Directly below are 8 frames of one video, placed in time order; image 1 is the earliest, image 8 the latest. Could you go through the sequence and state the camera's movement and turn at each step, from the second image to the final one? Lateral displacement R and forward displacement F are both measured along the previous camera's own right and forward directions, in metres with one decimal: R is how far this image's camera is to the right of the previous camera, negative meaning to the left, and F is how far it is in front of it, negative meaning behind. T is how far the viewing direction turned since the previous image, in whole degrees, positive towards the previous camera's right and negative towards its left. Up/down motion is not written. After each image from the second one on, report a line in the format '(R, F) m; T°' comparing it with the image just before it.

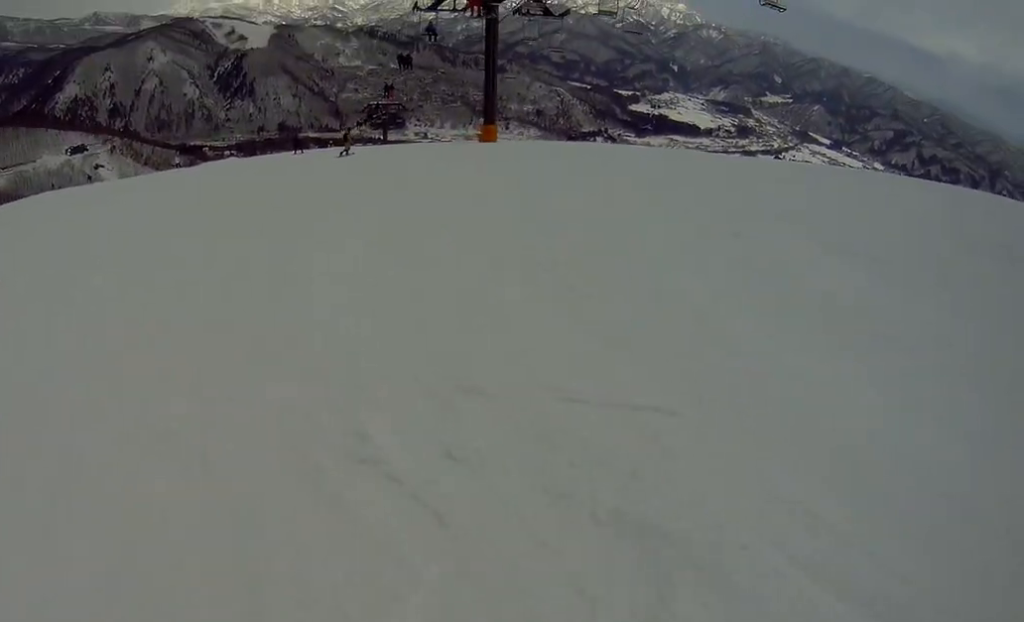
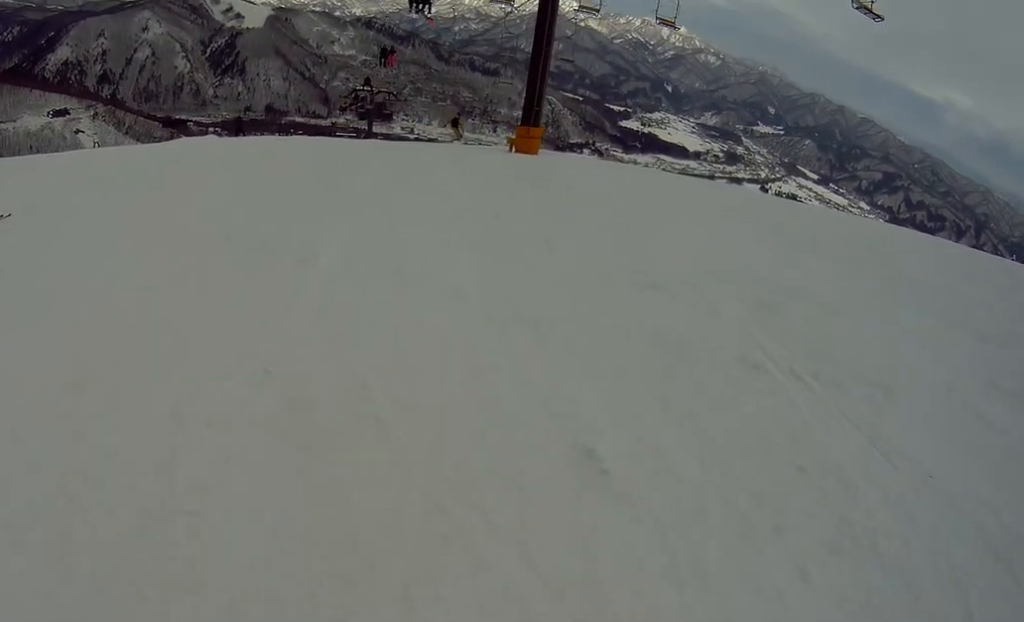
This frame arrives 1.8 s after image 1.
(-0.2, +13.1) m; -18°
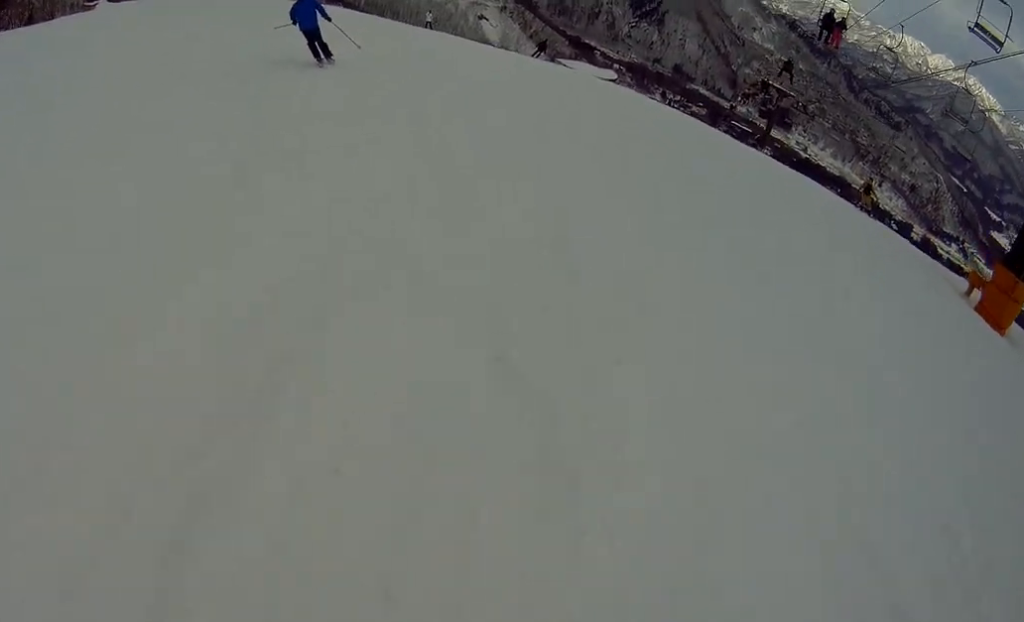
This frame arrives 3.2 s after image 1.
(-2.8, +9.4) m; -9°
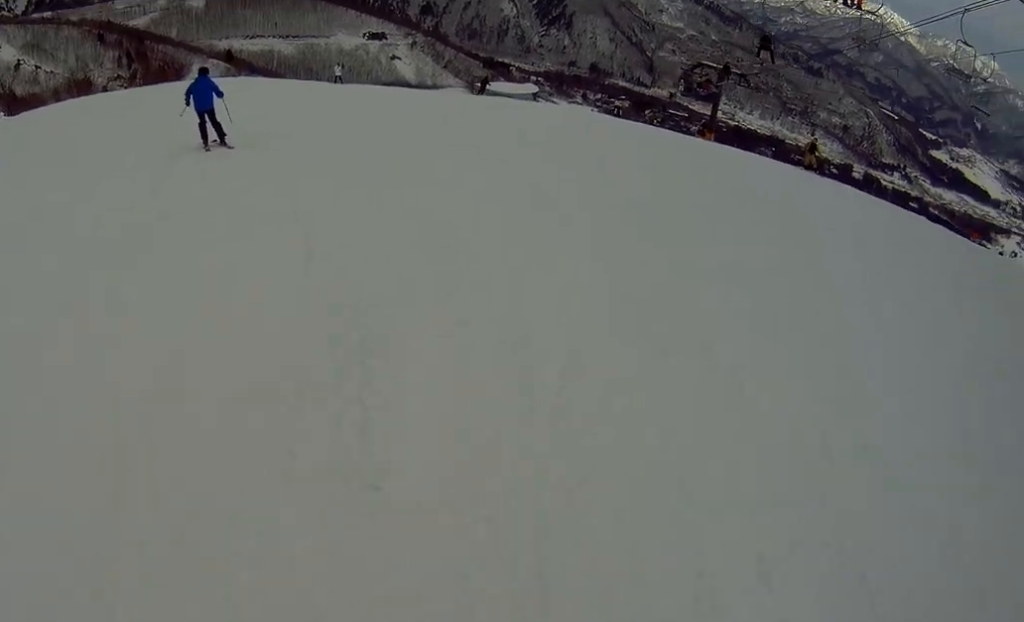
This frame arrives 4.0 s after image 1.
(+1.3, +4.6) m; +19°
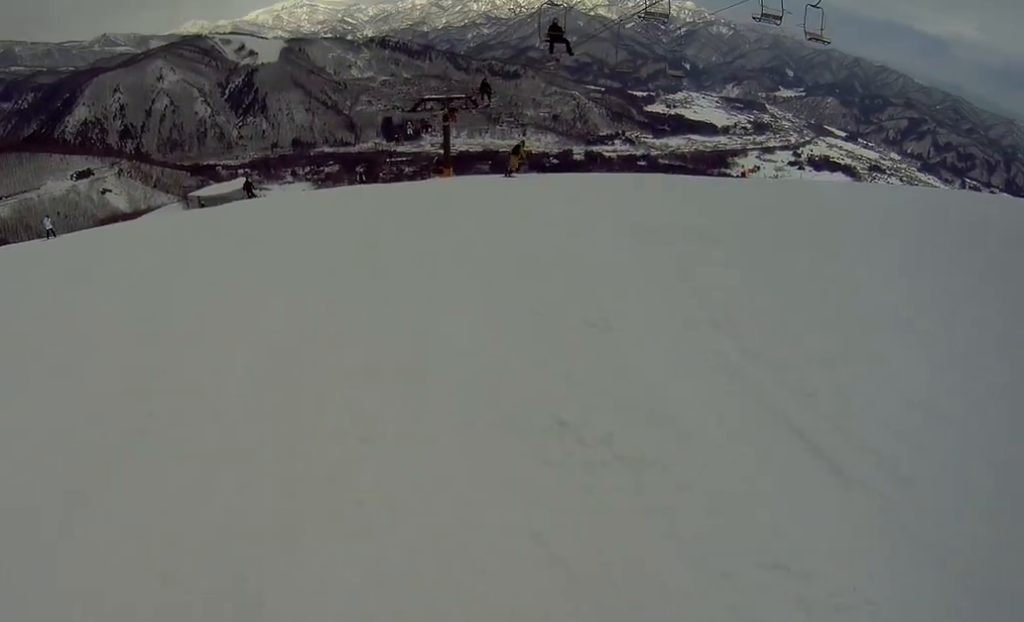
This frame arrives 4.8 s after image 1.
(+0.8, +4.7) m; +19°
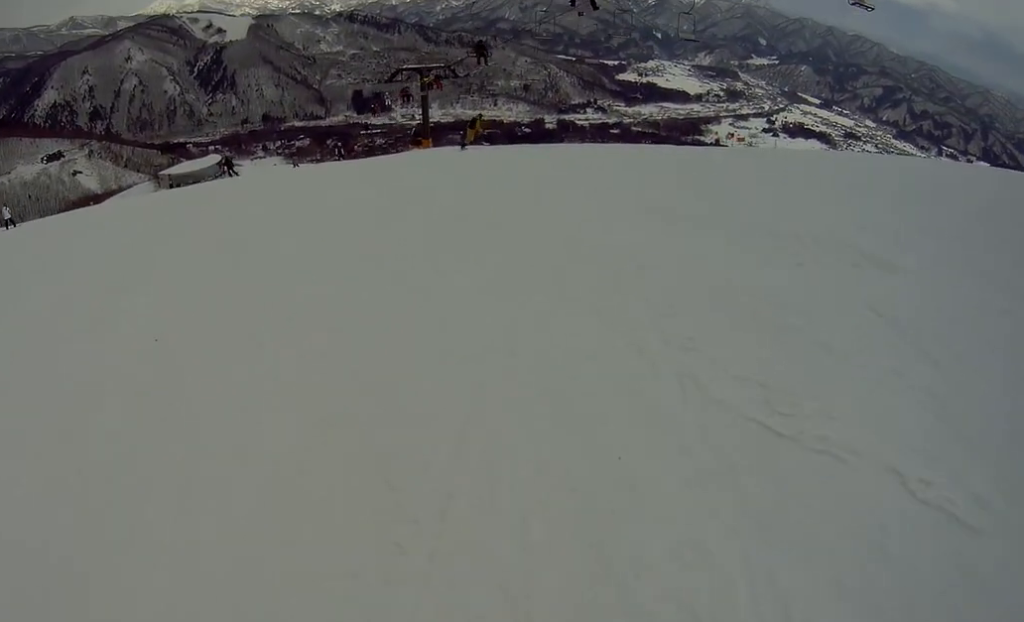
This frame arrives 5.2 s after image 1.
(-0.1, +2.3) m; +8°
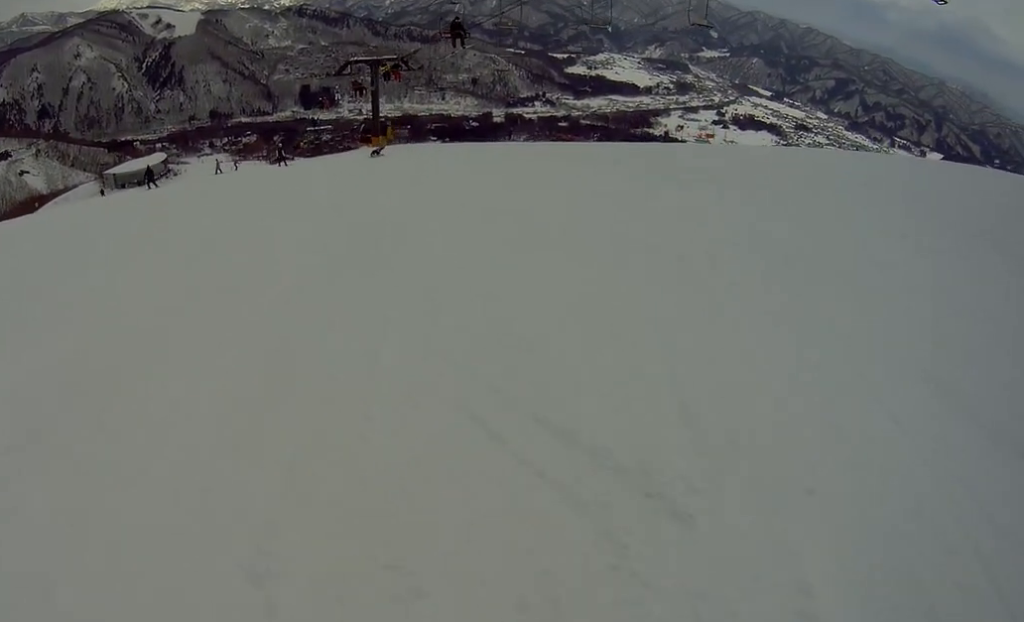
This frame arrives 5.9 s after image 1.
(+0.9, +3.1) m; 0°
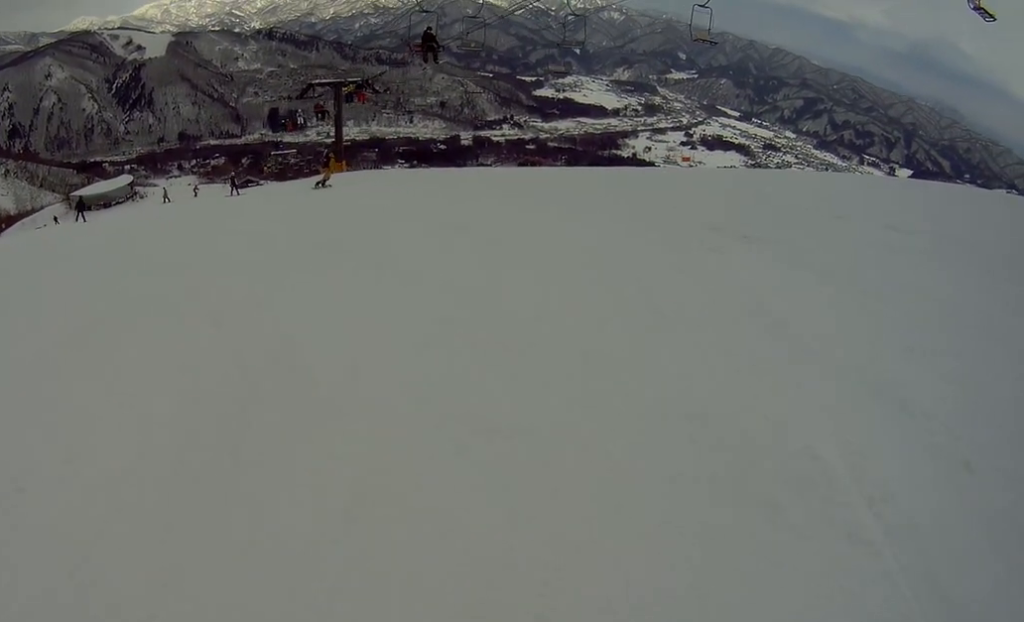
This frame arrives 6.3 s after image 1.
(+0.2, +1.9) m; -6°
